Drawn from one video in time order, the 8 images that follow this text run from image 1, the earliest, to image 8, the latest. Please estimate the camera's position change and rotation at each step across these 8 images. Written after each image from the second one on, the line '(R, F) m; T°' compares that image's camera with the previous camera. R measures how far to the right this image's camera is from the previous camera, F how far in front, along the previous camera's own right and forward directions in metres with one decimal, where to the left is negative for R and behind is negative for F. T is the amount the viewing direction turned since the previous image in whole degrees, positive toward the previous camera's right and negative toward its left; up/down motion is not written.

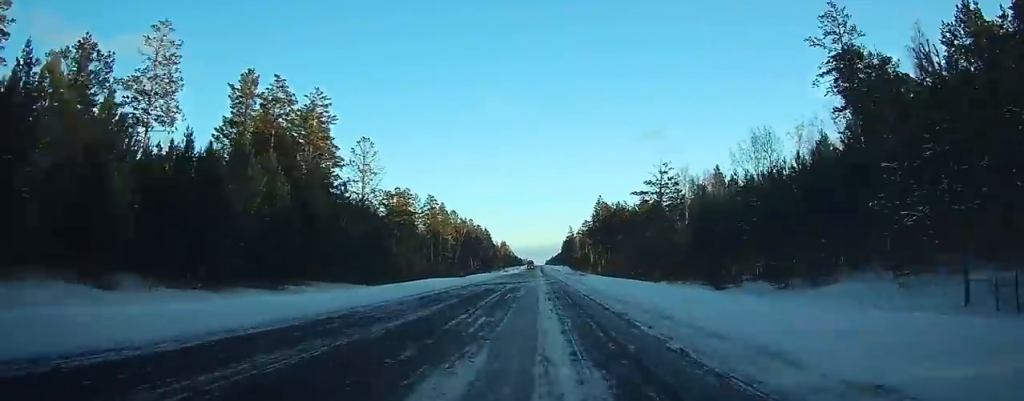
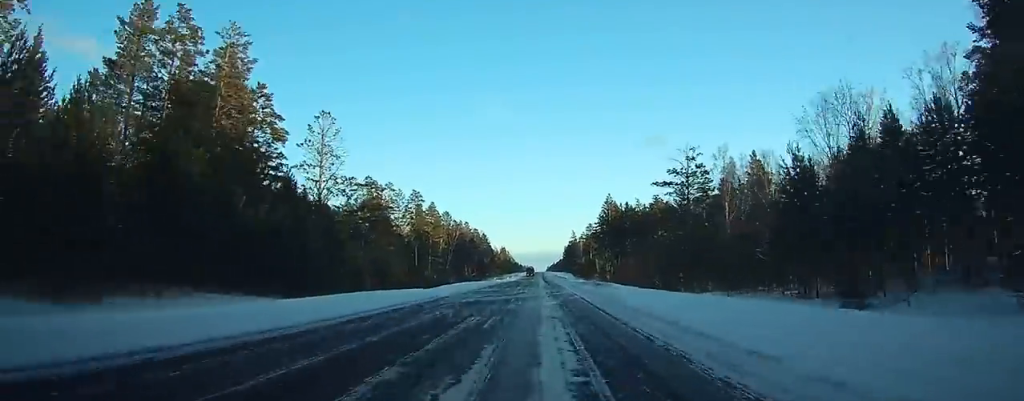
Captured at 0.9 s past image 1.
(0.0, +21.7) m; 0°
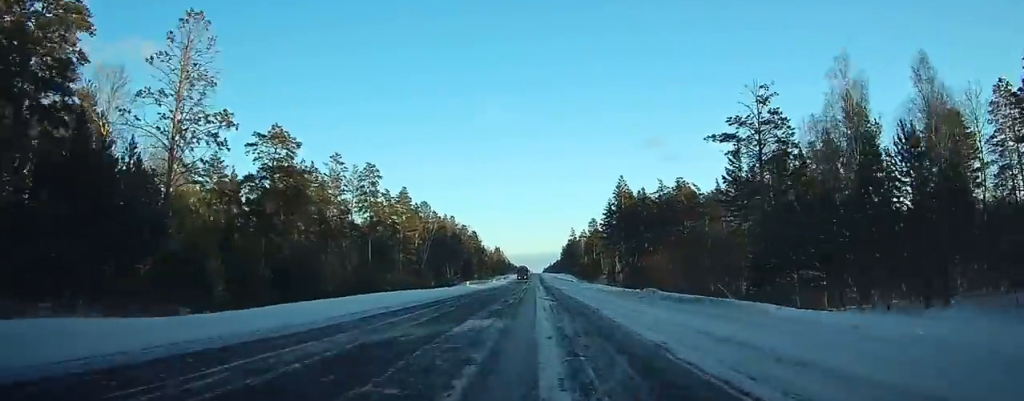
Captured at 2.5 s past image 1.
(-0.1, +35.7) m; 0°
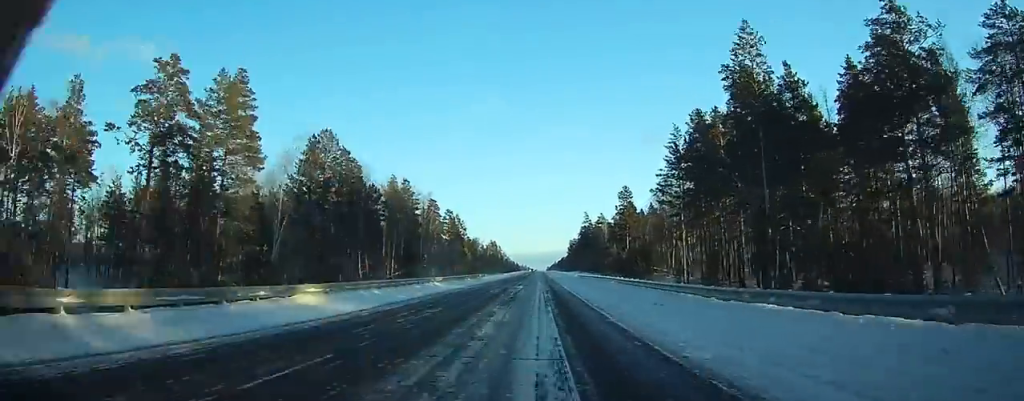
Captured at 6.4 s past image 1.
(+0.3, +91.0) m; 0°
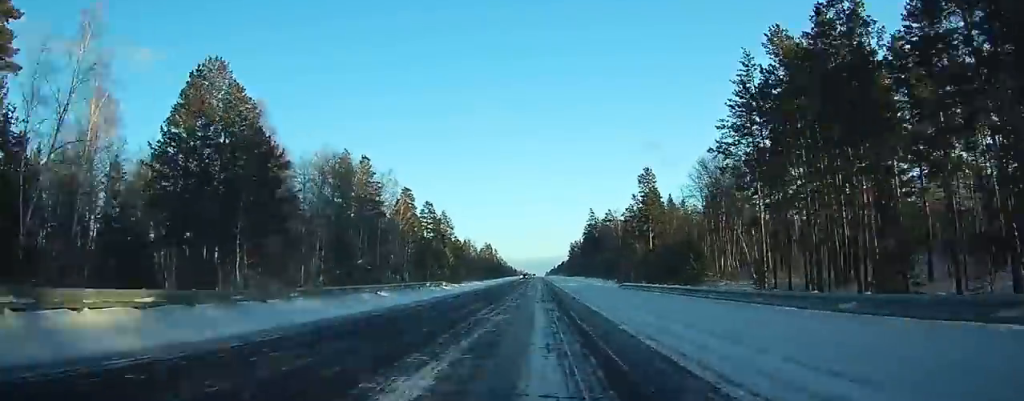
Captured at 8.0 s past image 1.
(-0.2, +37.0) m; 0°
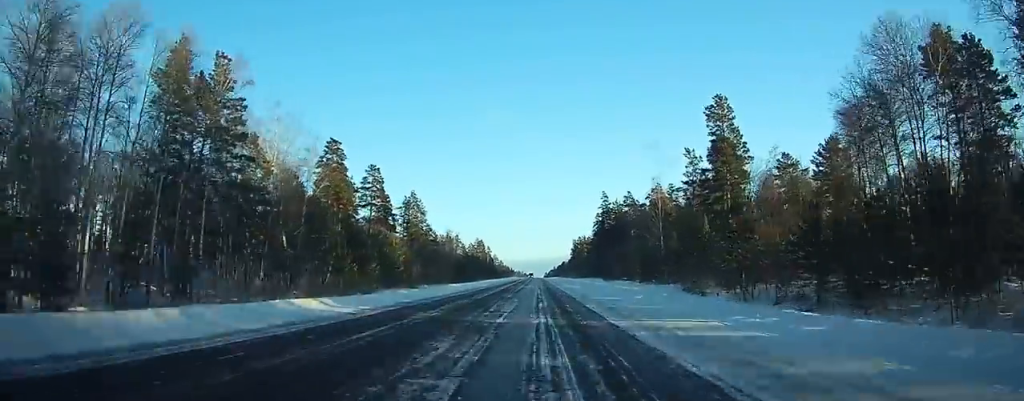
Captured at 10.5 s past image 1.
(+0.2, +57.2) m; 0°
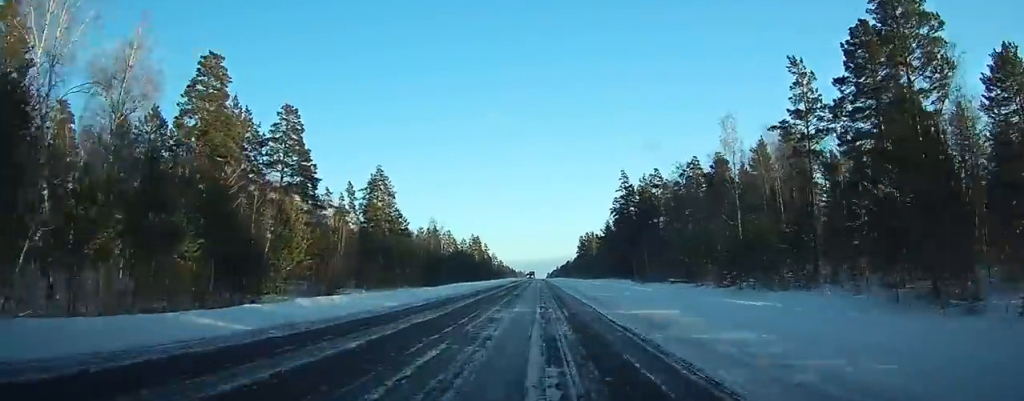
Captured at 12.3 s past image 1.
(-0.2, +41.9) m; 0°
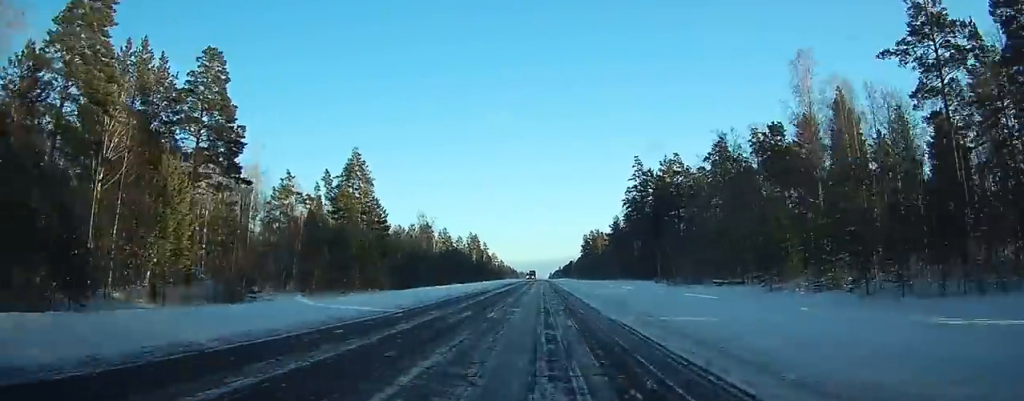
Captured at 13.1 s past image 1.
(0.0, +20.3) m; 0°
